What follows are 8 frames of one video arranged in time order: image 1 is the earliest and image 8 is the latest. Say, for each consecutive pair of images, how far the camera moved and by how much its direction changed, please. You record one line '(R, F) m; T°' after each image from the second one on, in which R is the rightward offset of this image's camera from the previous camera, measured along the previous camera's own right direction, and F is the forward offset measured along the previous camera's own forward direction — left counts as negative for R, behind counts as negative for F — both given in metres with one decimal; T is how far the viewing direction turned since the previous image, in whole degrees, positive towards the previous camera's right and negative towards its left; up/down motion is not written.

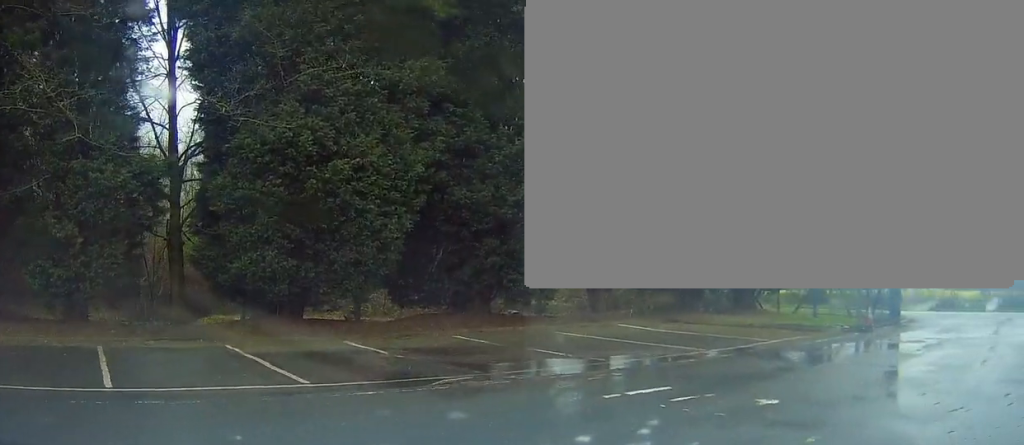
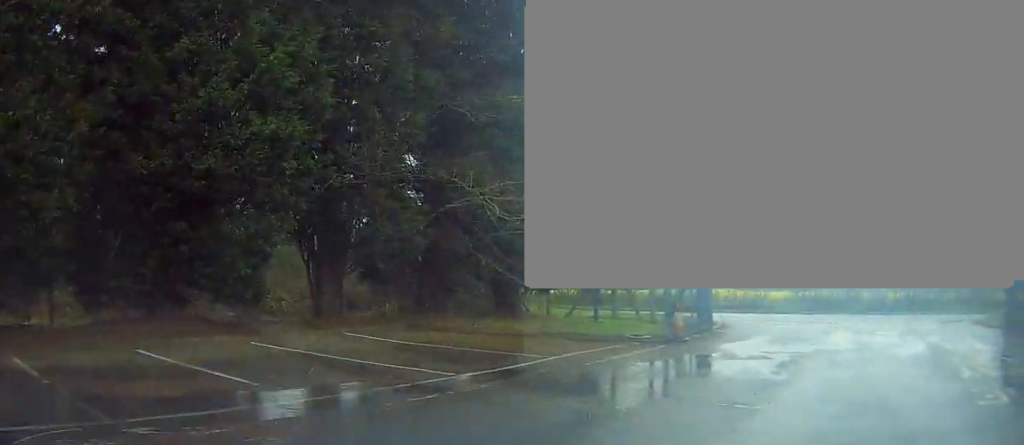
(+0.4, +3.5) m; +17°
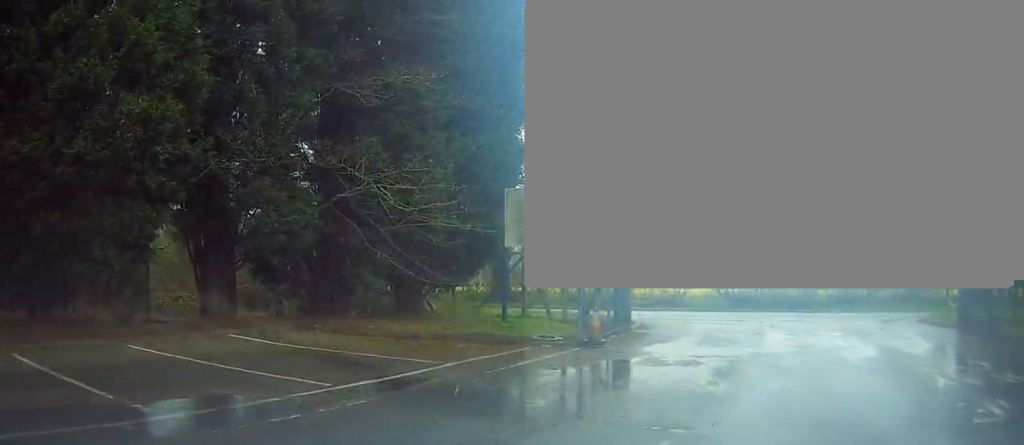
(0.0, +1.3) m; +7°
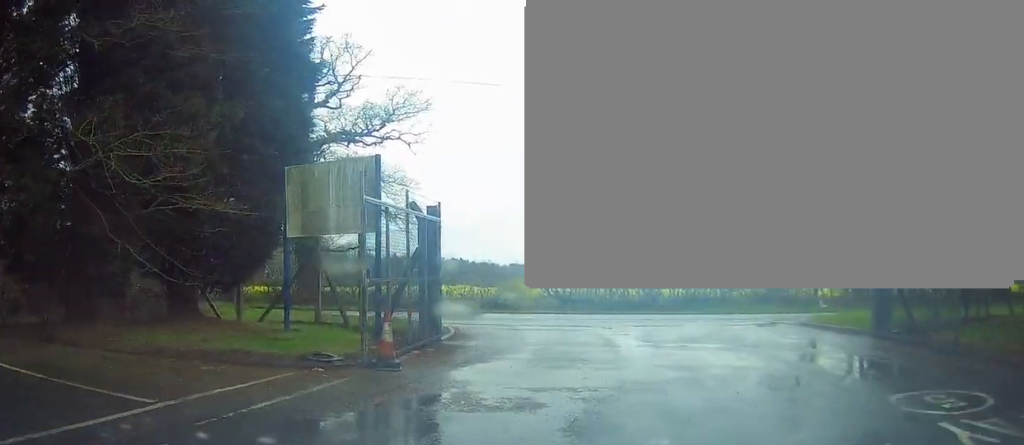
(+0.5, +3.7) m; +9°
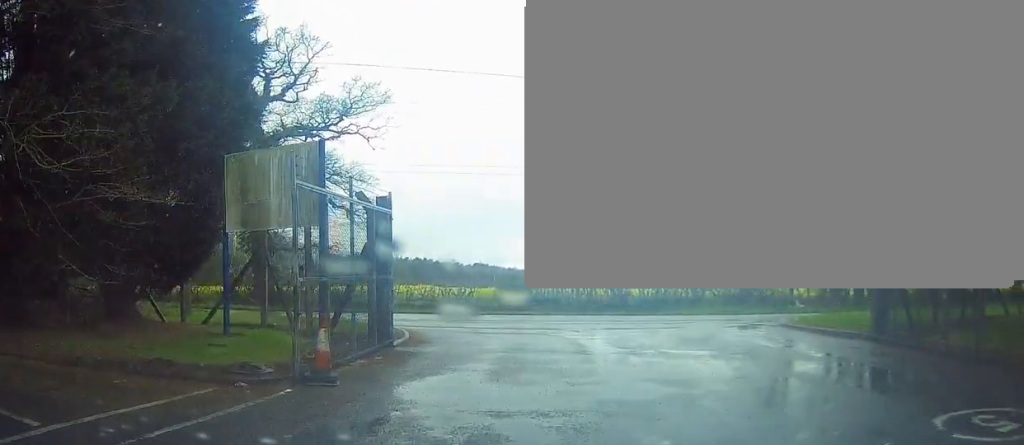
(0.0, +1.5) m; +2°
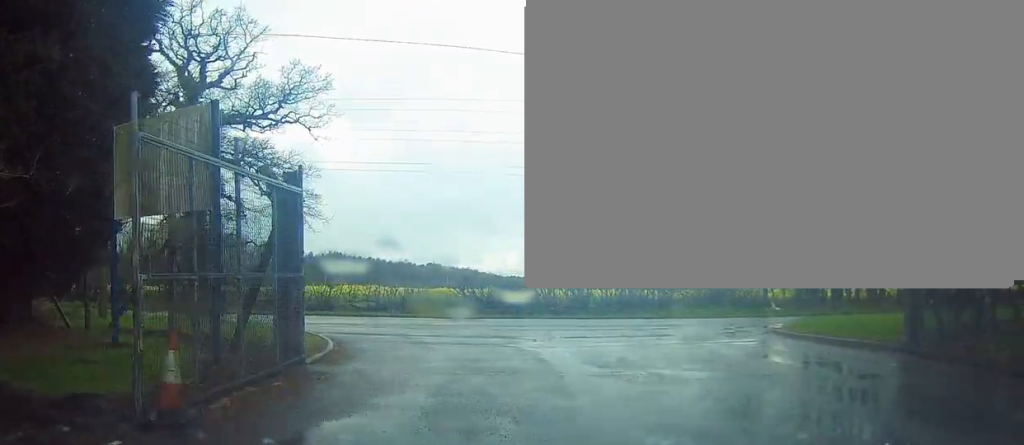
(+0.1, +2.8) m; +2°
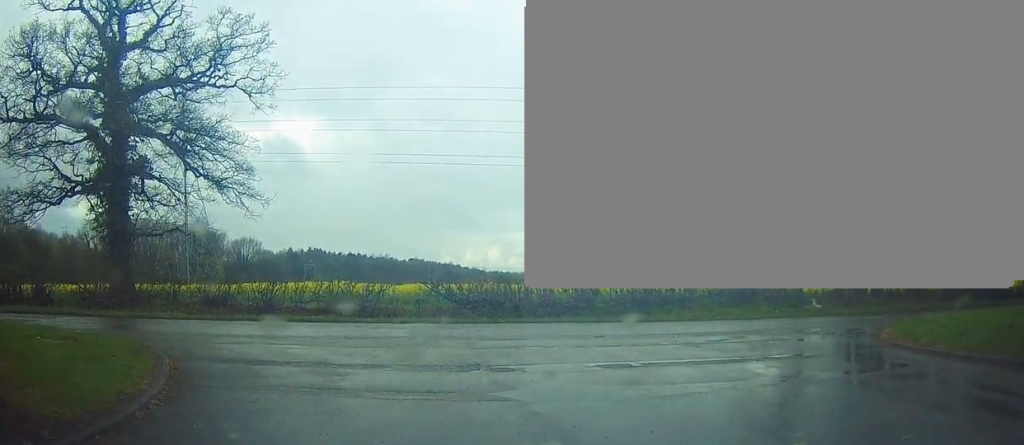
(+0.6, +6.6) m; +7°
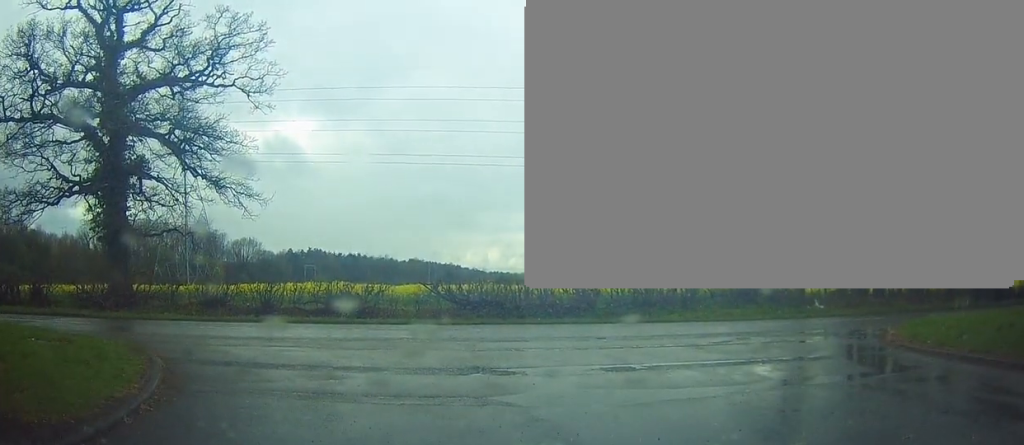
(+0.1, +0.4) m; 0°
